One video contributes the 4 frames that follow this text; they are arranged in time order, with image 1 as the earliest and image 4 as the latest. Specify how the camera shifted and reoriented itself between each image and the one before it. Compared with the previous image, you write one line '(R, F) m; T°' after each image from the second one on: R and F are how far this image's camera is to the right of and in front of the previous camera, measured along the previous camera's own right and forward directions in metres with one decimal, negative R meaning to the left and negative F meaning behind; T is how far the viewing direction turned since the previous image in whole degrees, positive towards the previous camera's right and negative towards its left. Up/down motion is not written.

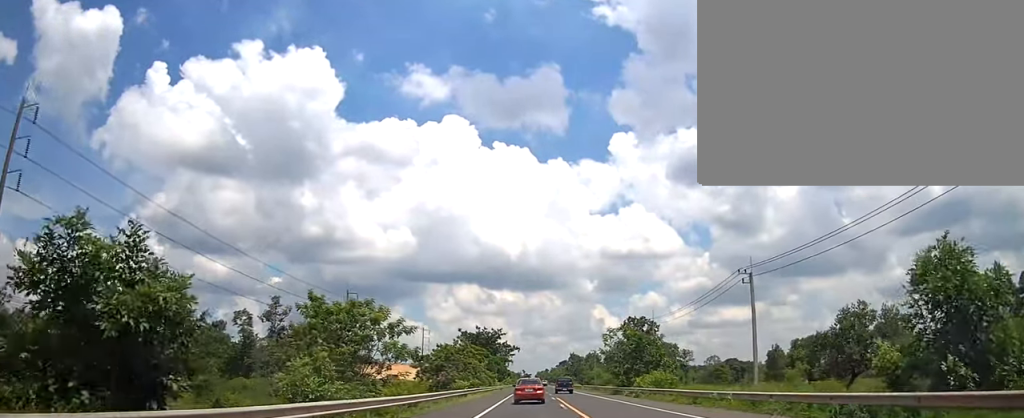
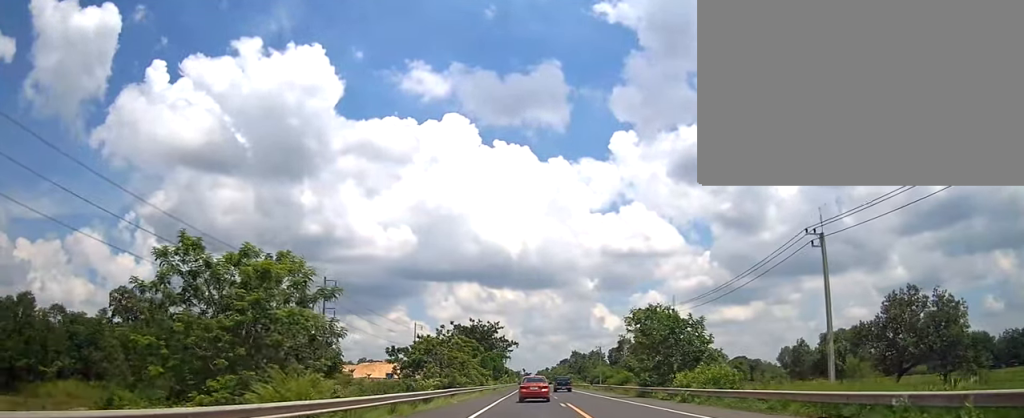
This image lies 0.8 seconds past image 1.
(0.0, +13.0) m; -2°
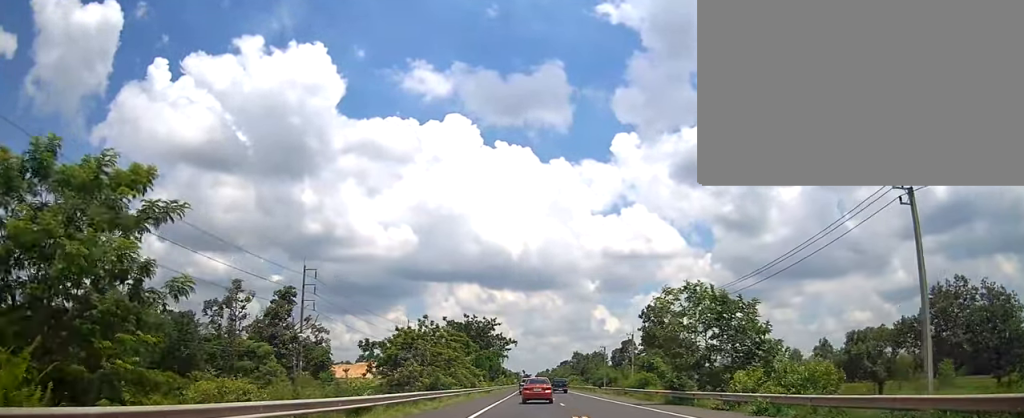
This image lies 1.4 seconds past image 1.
(-0.2, +10.0) m; -2°
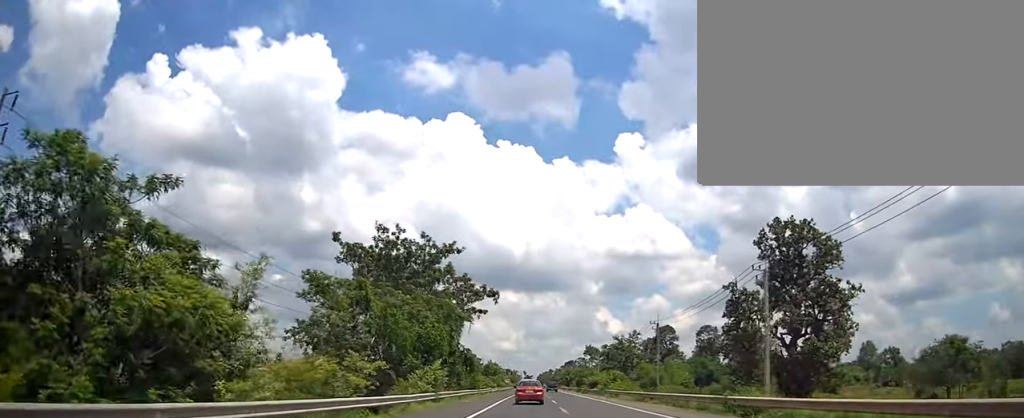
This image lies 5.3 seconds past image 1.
(+0.3, +62.3) m; +1°
